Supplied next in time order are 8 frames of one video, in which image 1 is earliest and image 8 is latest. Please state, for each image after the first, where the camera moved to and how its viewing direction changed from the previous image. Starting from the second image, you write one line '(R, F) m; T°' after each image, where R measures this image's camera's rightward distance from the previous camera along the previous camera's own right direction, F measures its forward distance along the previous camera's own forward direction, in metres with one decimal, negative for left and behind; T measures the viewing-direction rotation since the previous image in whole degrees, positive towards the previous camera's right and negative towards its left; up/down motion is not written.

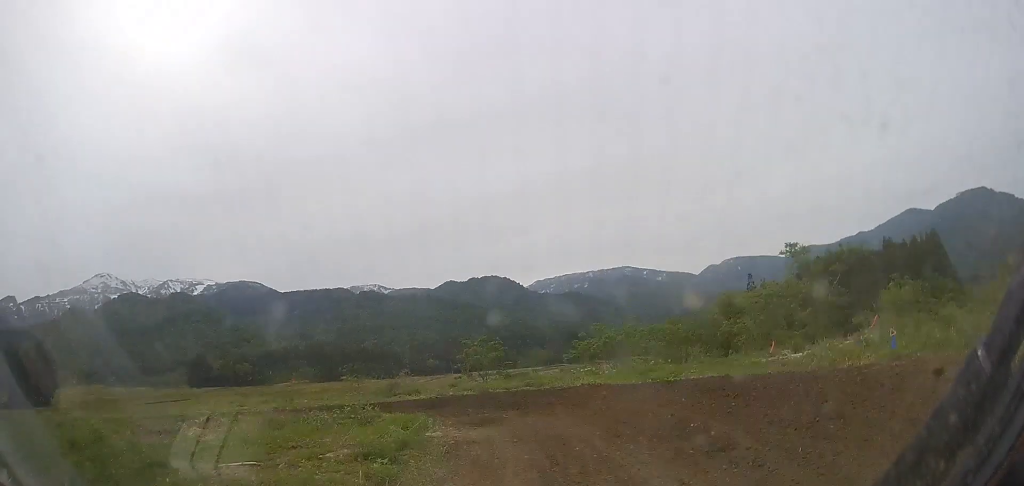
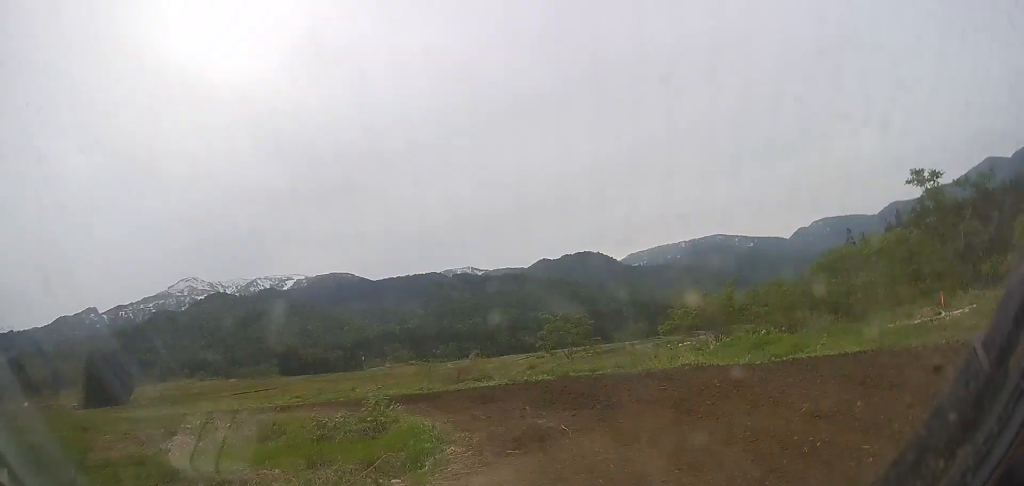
(-1.1, +4.8) m; -13°
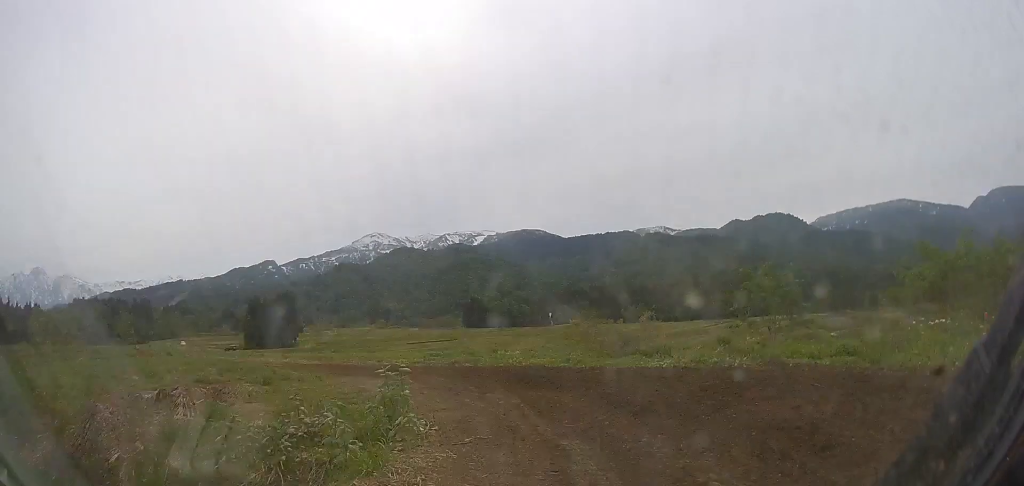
(0.0, +8.1) m; -5°
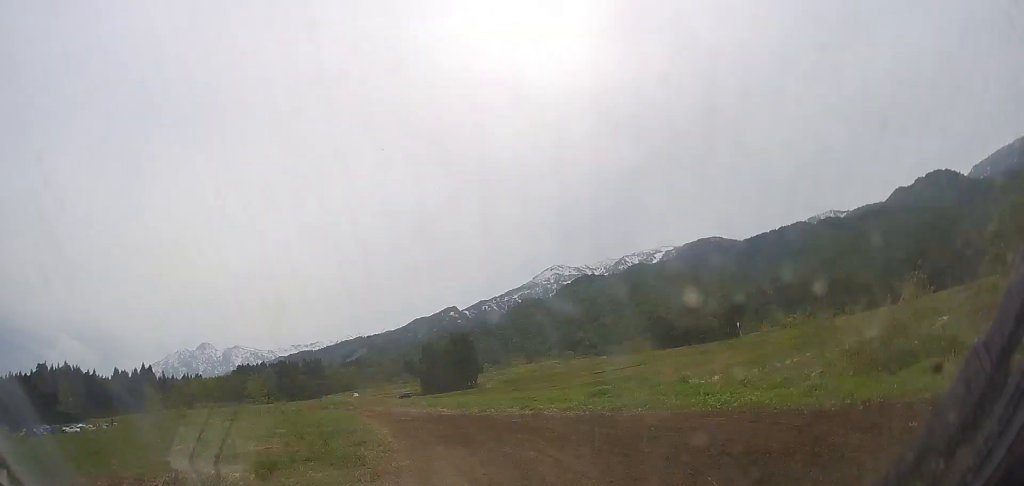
(-3.4, +8.2) m; -44°
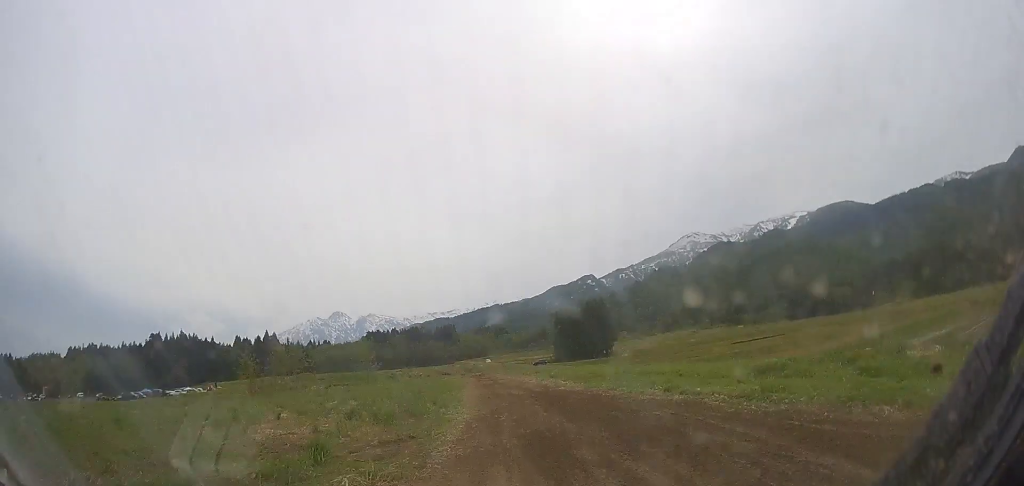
(-2.1, +8.2) m; -14°
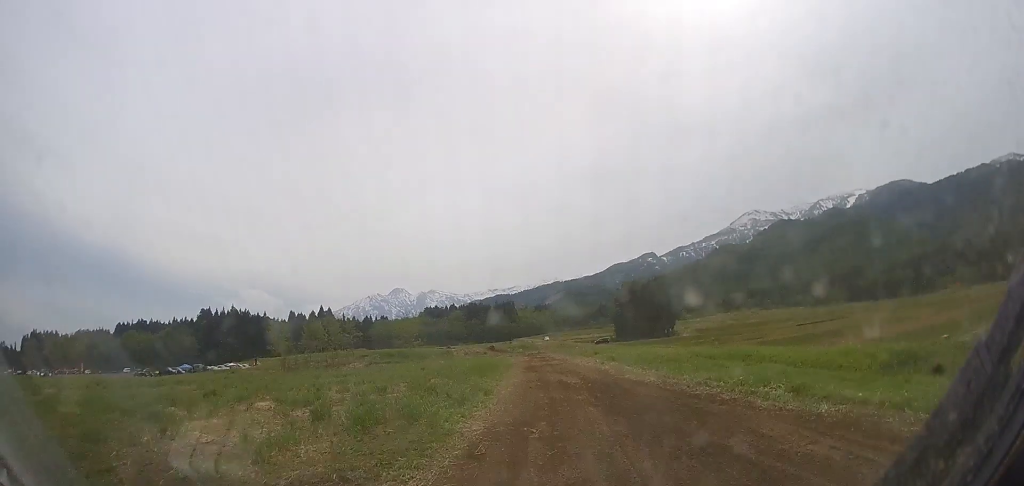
(0.0, +5.5) m; 0°
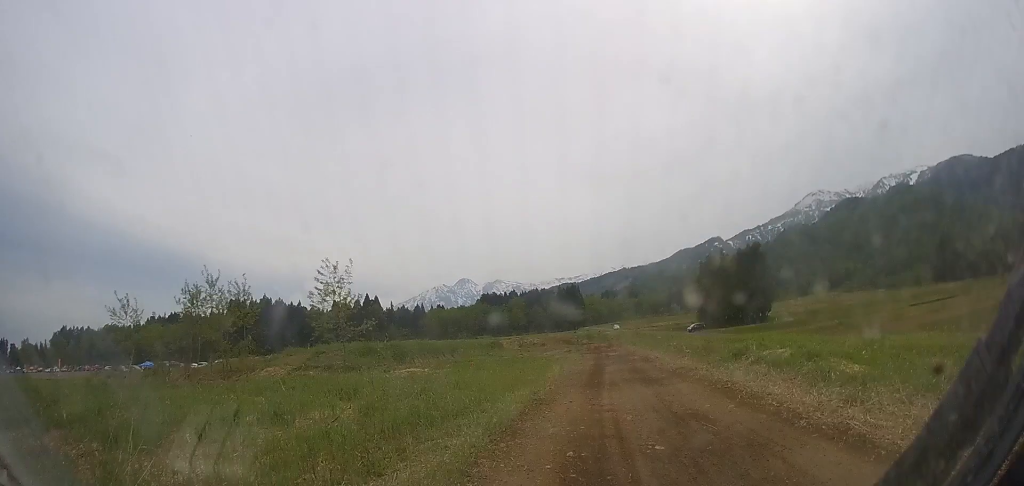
(0.0, +33.5) m; 0°
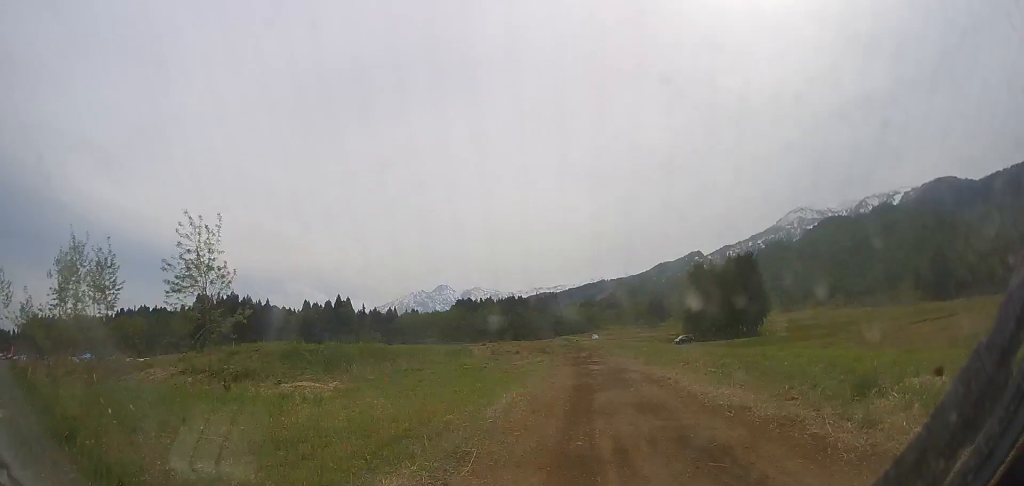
(0.0, +10.9) m; 0°
